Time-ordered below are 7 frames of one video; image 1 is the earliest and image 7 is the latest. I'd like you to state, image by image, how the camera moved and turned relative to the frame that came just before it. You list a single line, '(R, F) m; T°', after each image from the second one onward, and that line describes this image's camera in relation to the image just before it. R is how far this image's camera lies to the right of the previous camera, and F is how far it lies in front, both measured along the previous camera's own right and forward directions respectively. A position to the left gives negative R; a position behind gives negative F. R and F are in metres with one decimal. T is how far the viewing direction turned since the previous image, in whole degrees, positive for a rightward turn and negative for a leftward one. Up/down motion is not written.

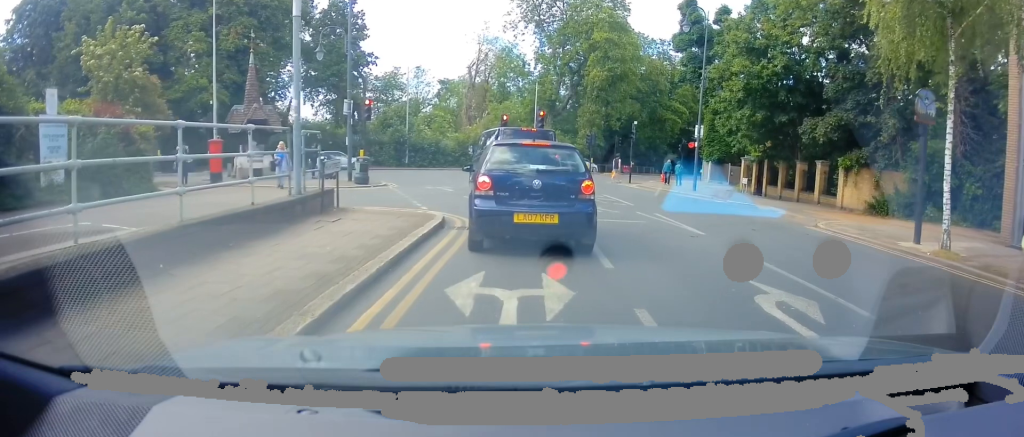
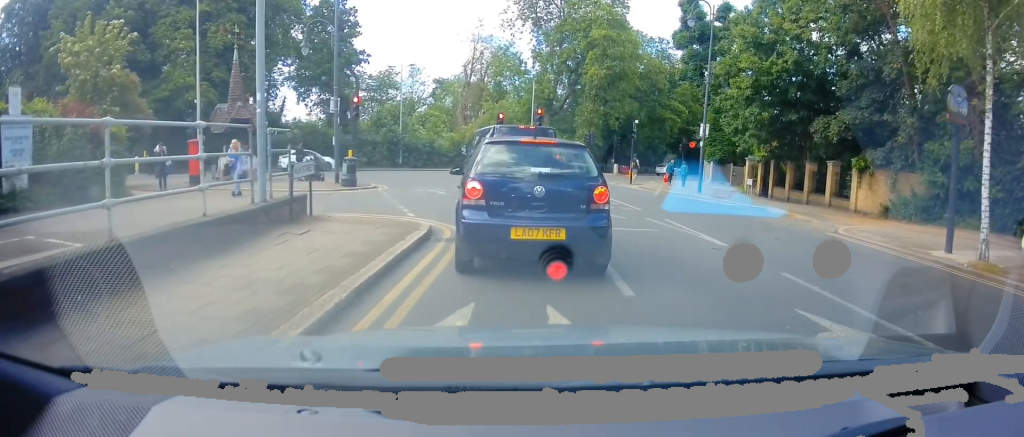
(0.0, +1.5) m; 0°
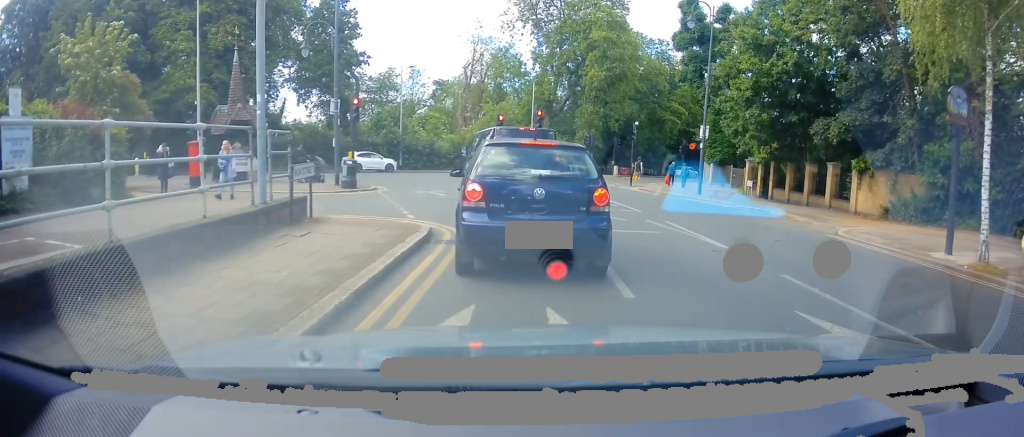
(0.0, +0.1) m; 0°
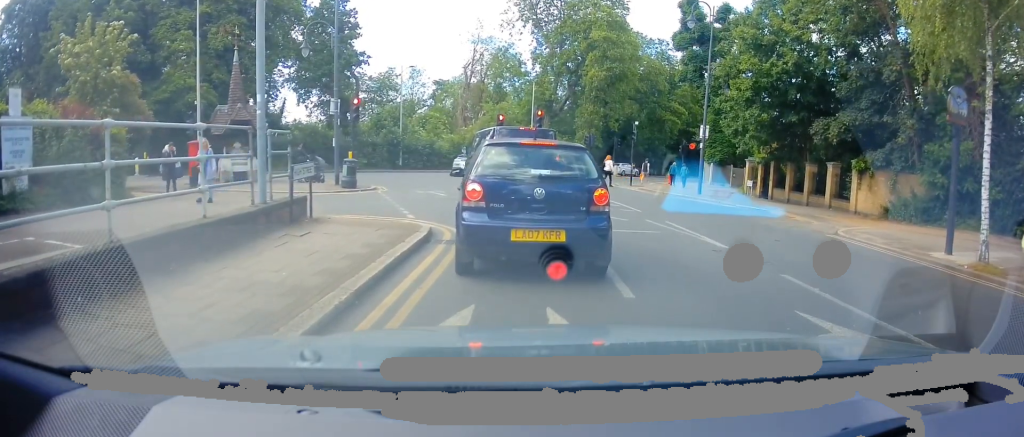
(0.0, +0.1) m; 0°
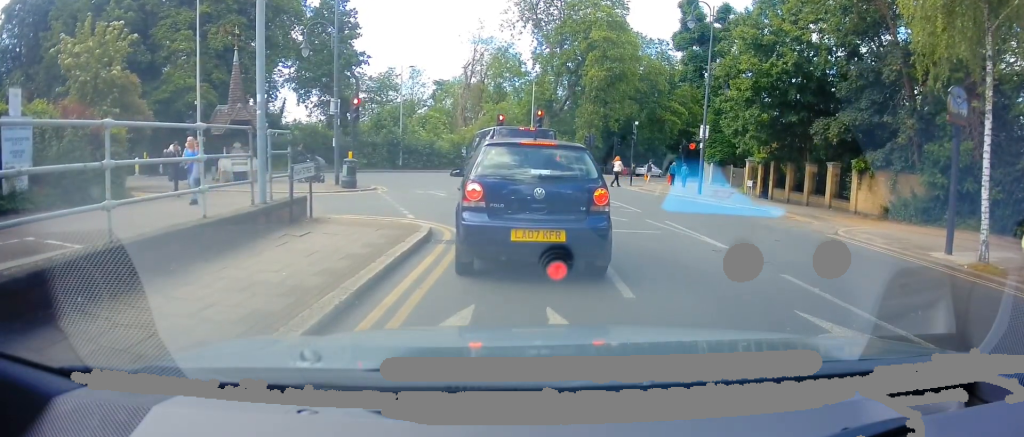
(0.0, 0.0) m; 0°
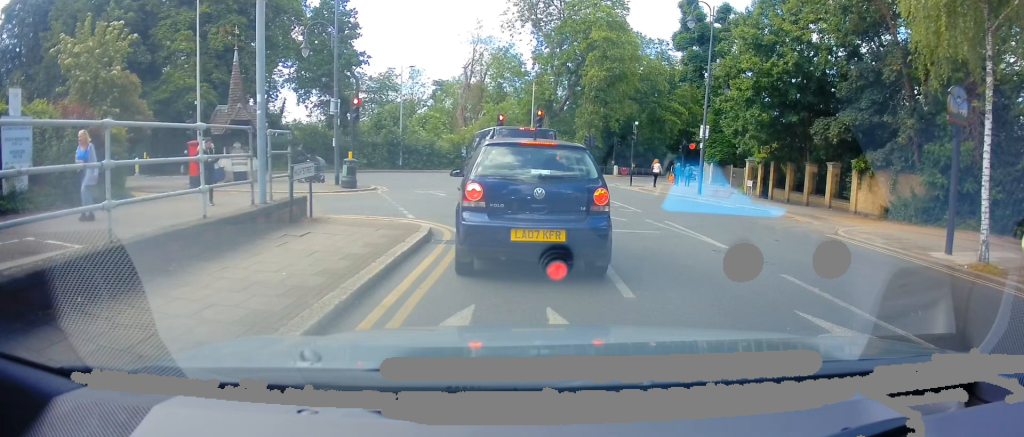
(0.0, 0.0) m; 0°
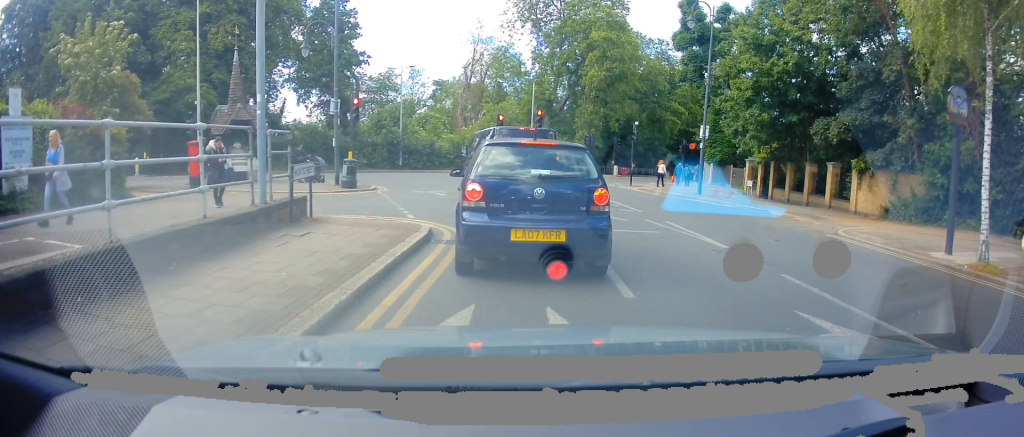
(0.0, 0.0) m; 0°
